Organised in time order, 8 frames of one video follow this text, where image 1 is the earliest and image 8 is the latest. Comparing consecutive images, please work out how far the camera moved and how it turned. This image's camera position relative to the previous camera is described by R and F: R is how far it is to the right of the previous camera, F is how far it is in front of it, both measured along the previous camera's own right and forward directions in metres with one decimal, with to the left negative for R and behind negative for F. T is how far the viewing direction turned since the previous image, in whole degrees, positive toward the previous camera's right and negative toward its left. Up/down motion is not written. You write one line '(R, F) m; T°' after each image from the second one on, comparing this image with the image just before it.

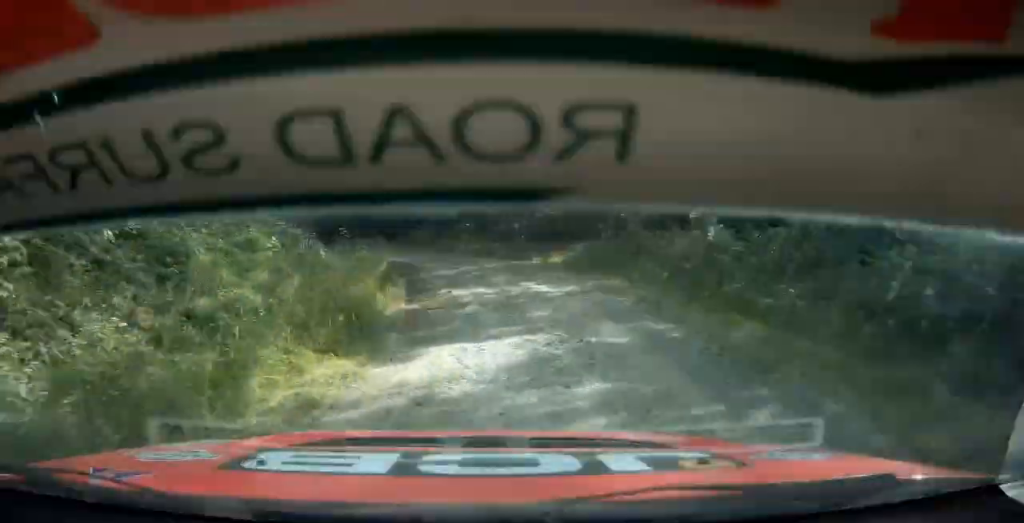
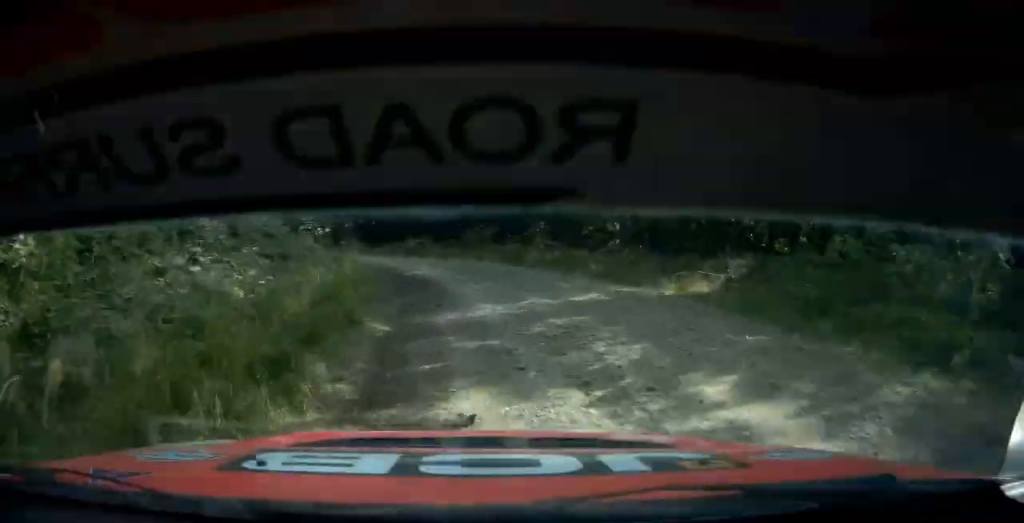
(-2.1, +8.6) m; -3°
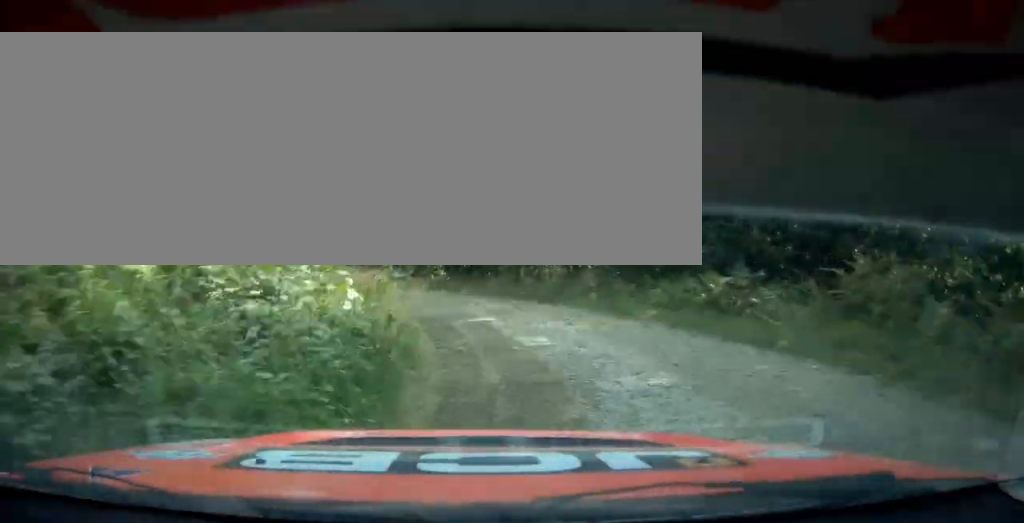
(-0.5, +17.3) m; -4°
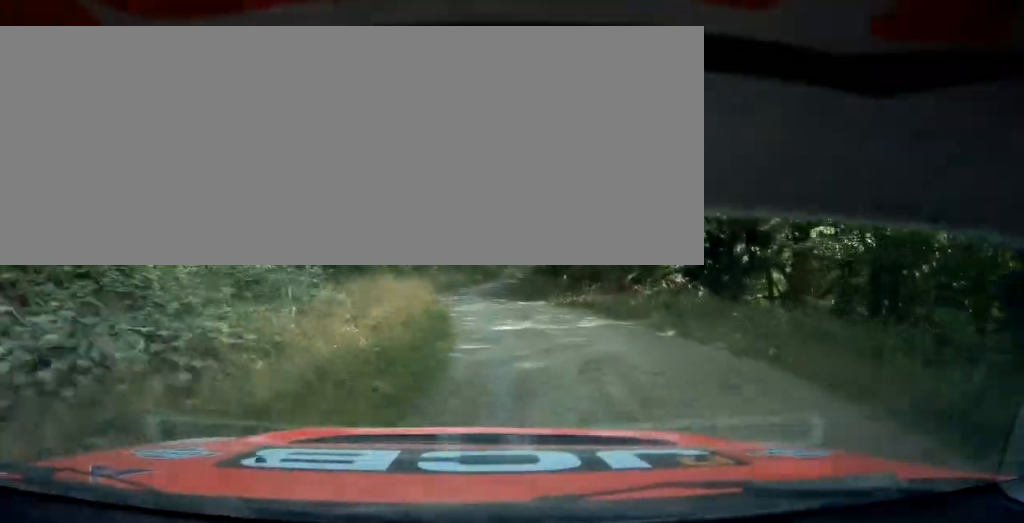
(+0.6, +16.6) m; -5°
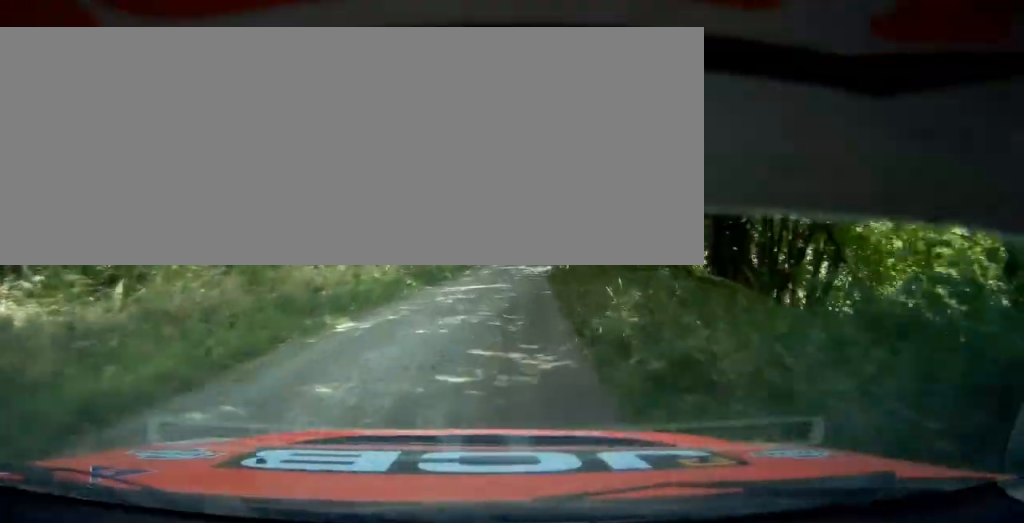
(-5.6, +38.7) m; -10°
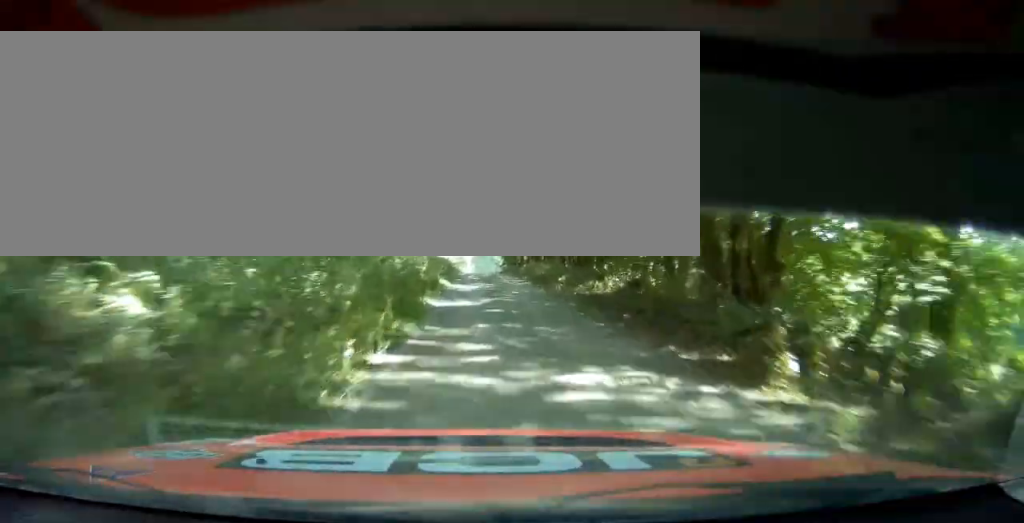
(-0.8, +49.0) m; -2°
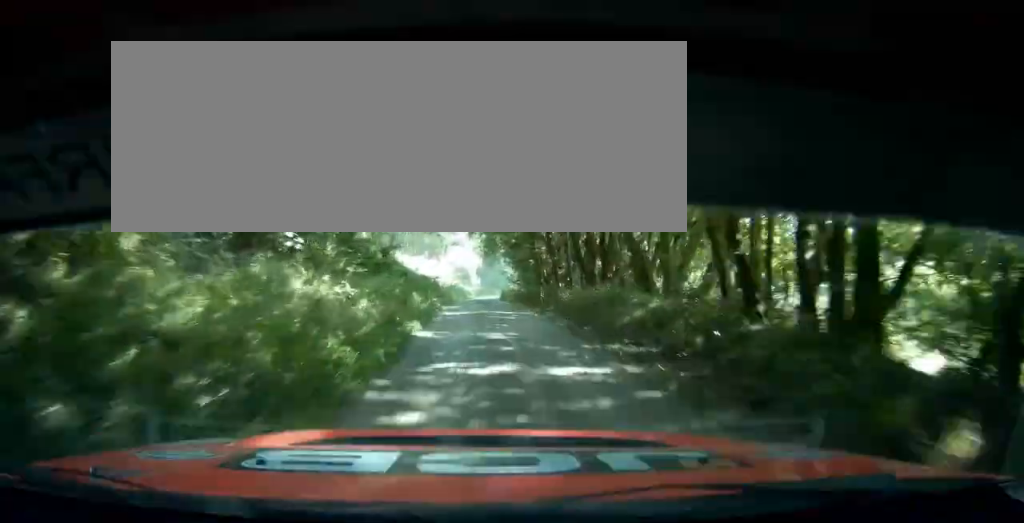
(-0.1, +24.6) m; -1°
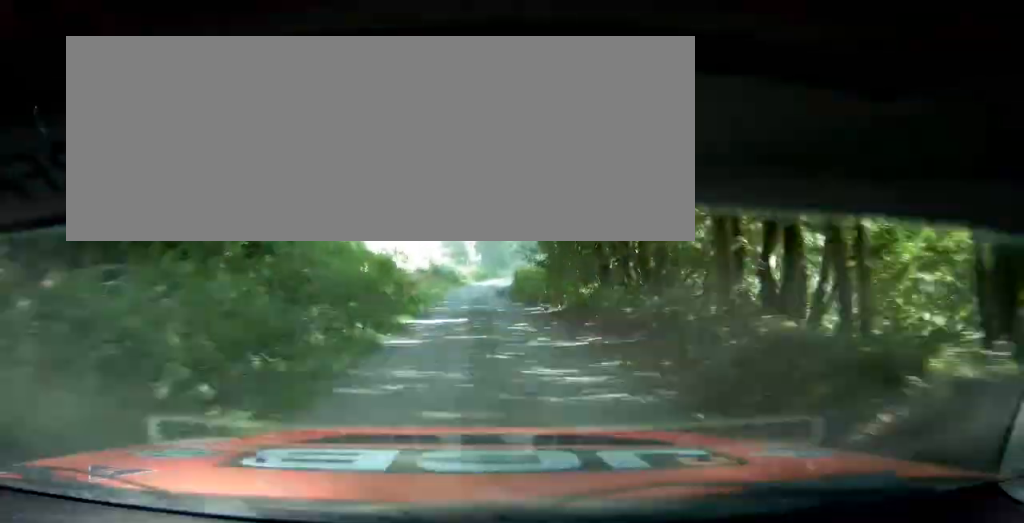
(-0.2, +24.5) m; 0°
